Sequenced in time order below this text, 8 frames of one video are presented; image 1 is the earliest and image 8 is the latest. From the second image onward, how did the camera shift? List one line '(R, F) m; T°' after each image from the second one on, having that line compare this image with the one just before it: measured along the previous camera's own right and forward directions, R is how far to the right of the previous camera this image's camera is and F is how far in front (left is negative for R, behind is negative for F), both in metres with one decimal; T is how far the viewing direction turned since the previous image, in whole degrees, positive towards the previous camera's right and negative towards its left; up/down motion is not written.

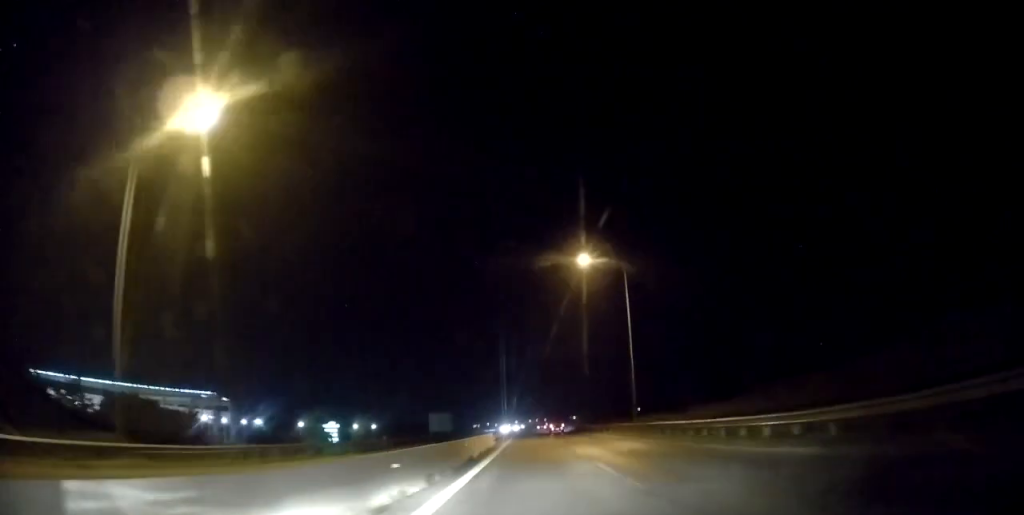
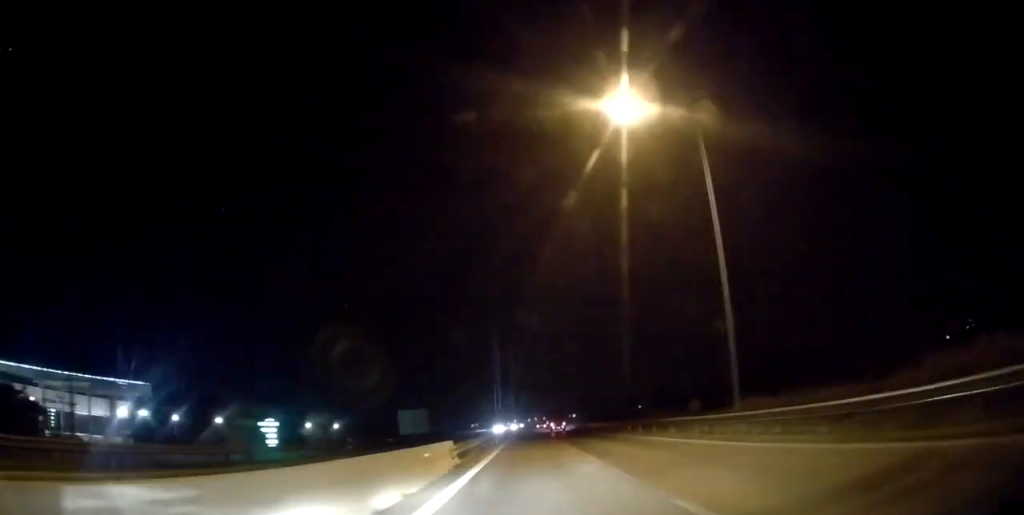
(0.0, +20.6) m; 0°
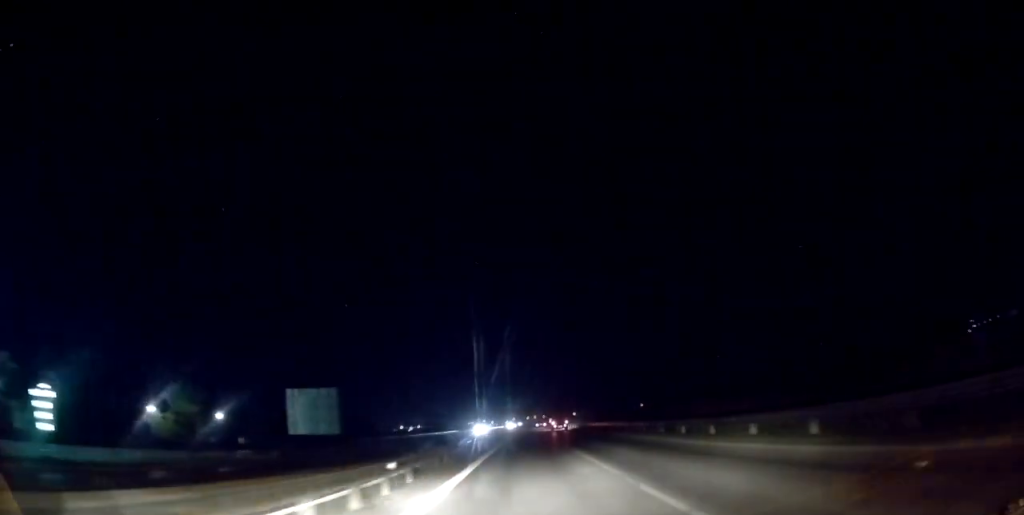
(+0.1, +33.5) m; 0°
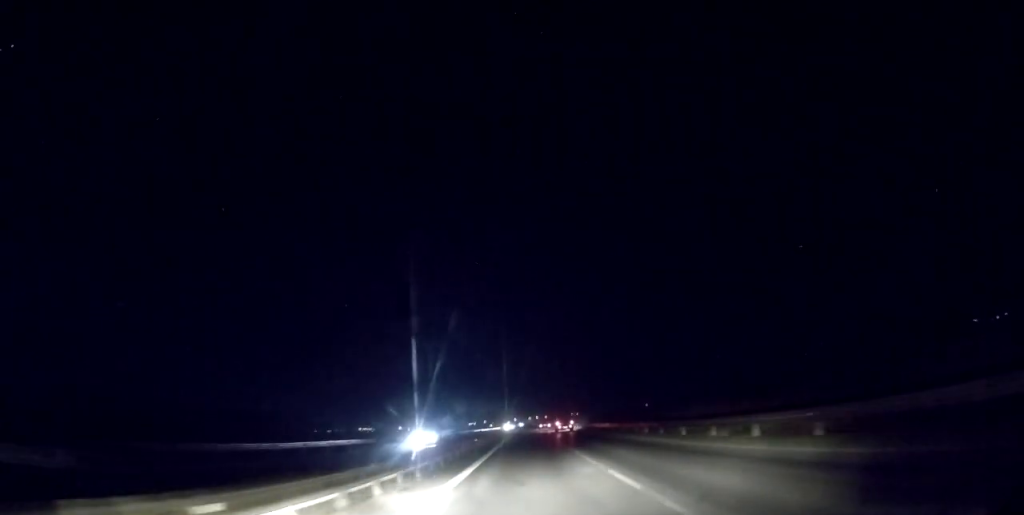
(-0.3, +31.7) m; 0°
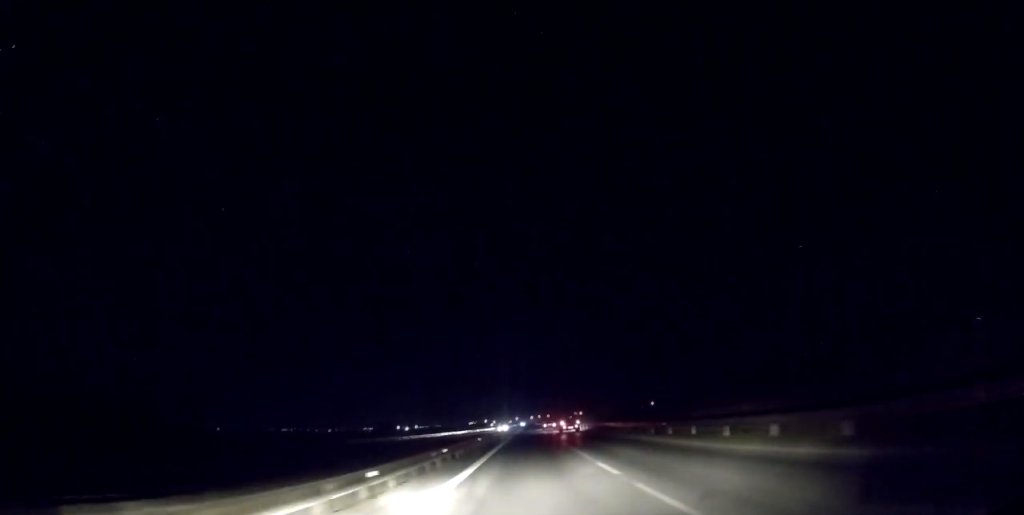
(+0.1, +32.6) m; 0°
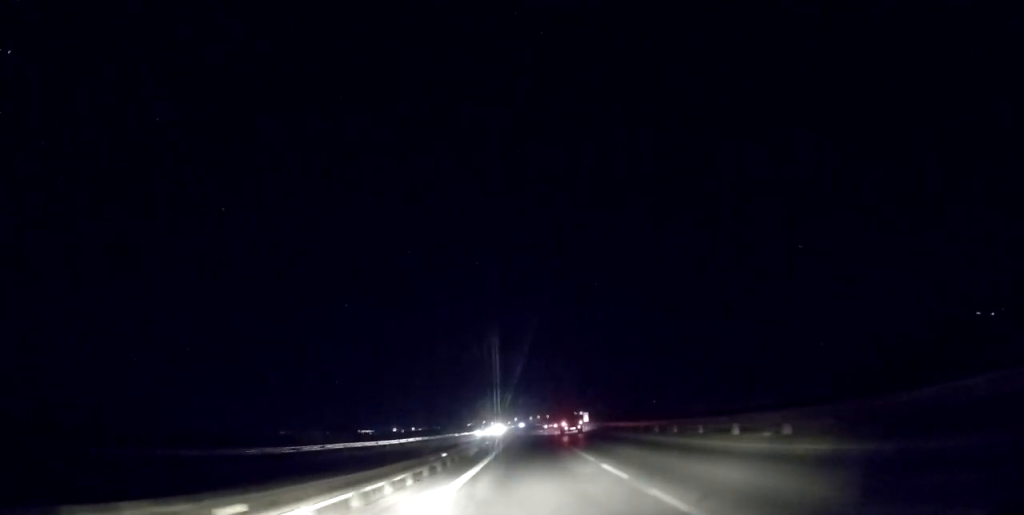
(+0.1, +24.6) m; 0°
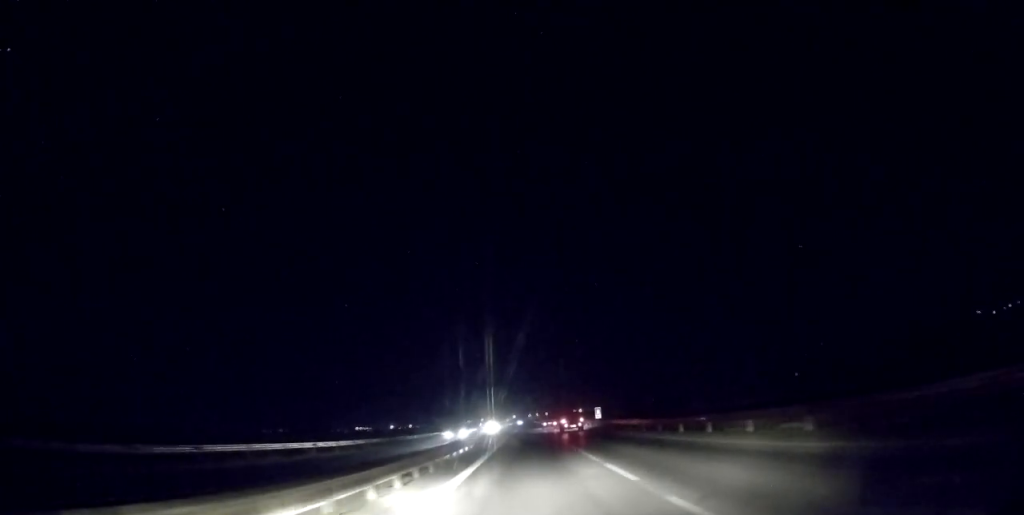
(-0.1, +13.9) m; 0°
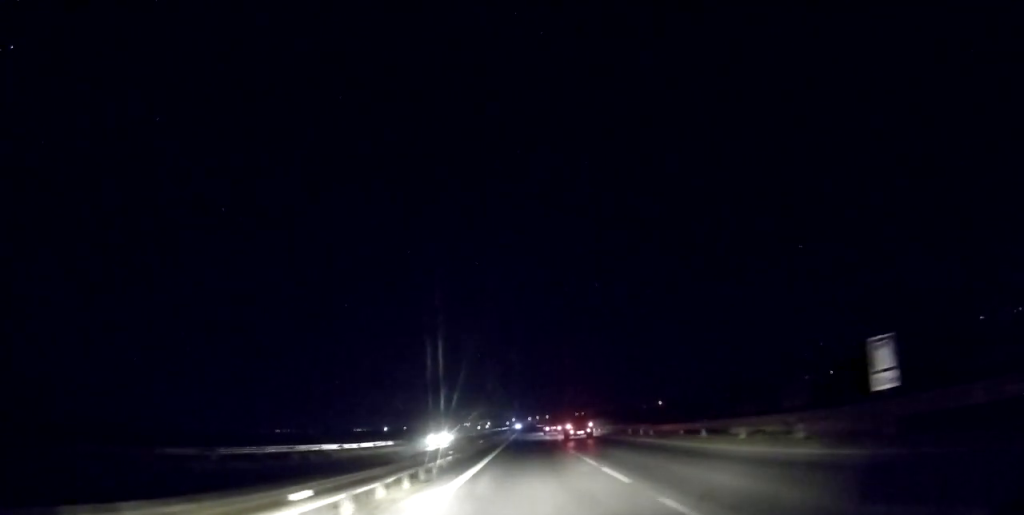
(-0.1, +48.0) m; +1°
